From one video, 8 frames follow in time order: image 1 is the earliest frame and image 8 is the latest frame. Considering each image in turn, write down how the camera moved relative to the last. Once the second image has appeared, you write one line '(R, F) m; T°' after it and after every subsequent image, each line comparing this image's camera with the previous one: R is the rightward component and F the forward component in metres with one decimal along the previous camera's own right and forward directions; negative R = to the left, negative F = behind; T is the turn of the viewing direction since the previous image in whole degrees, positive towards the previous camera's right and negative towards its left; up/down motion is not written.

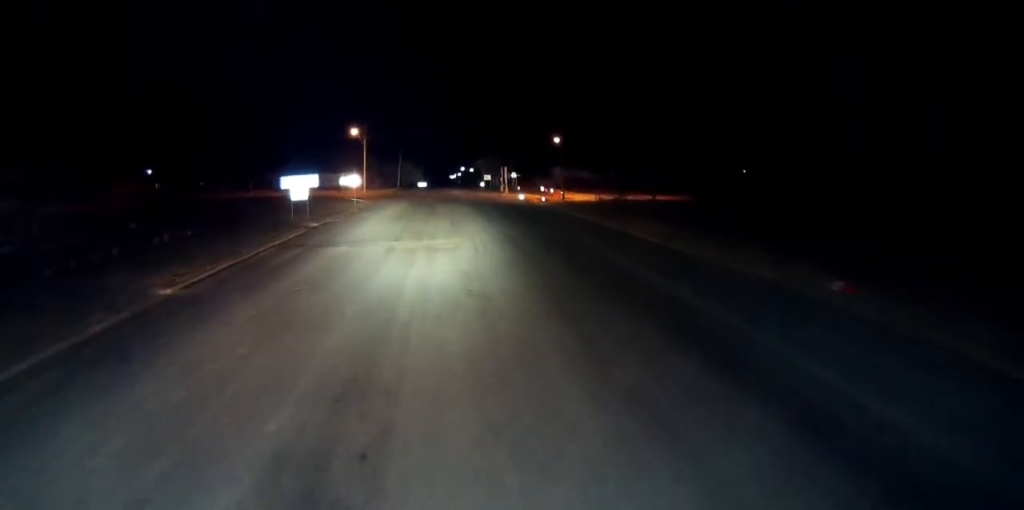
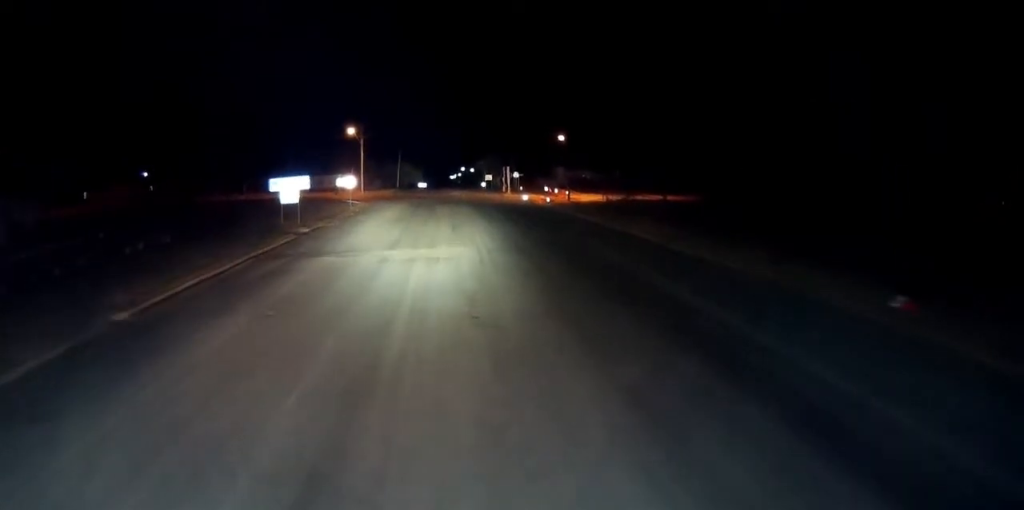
(0.0, +3.5) m; 0°
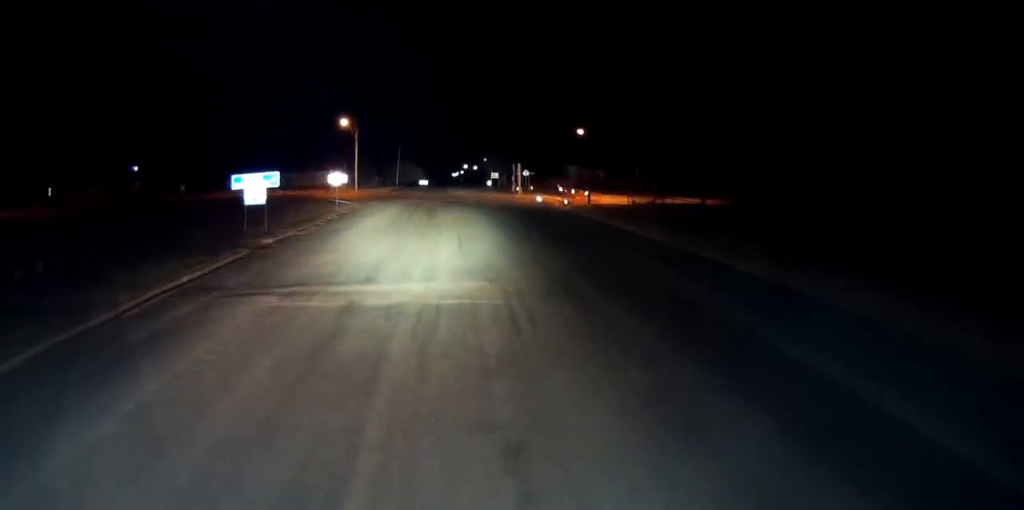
(0.0, +9.9) m; 0°
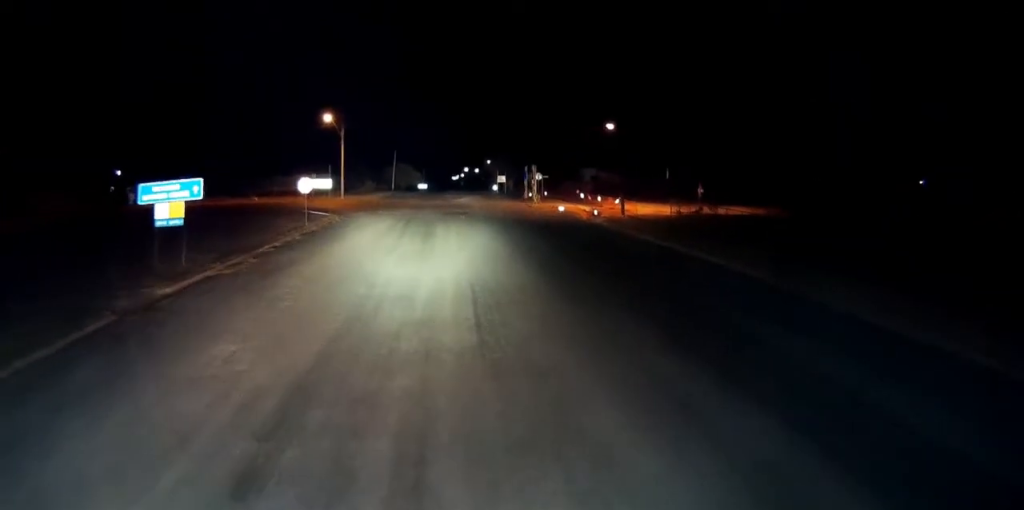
(-0.1, +12.9) m; -1°
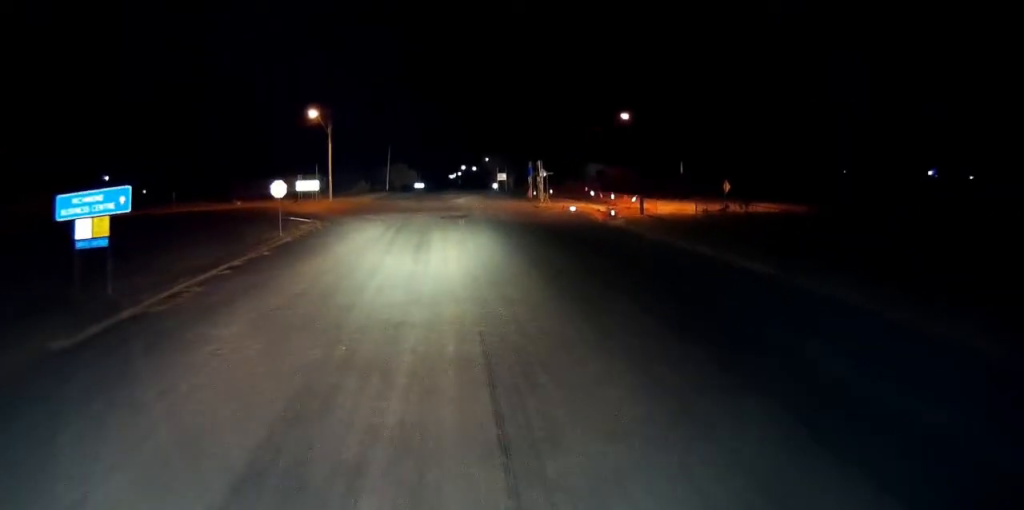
(0.0, +6.1) m; 0°
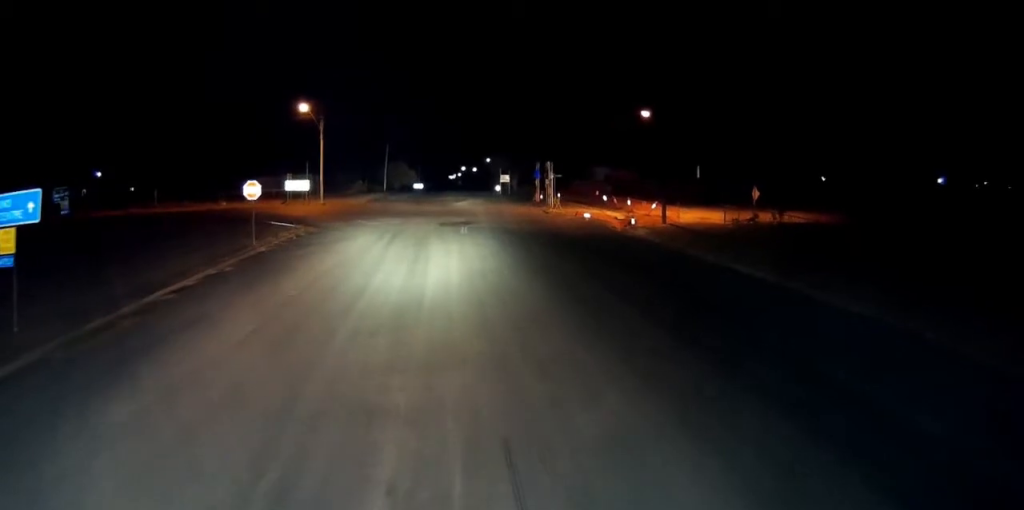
(0.0, +5.3) m; 0°
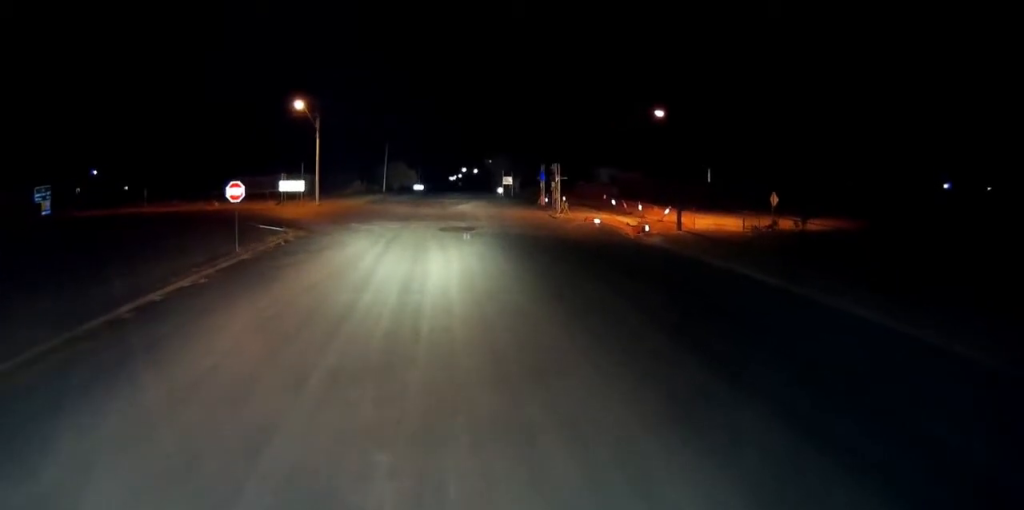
(0.0, +2.9) m; -1°
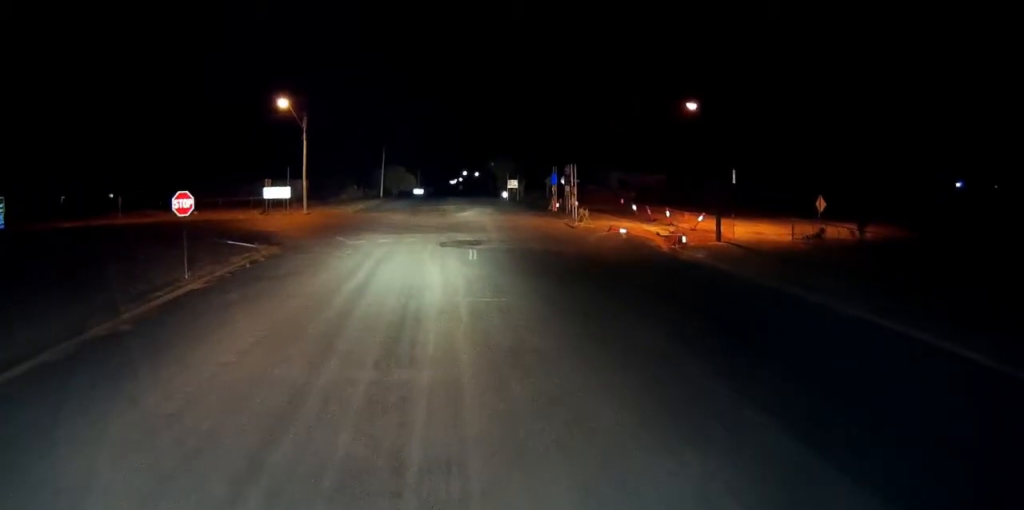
(-0.1, +6.2) m; 0°
